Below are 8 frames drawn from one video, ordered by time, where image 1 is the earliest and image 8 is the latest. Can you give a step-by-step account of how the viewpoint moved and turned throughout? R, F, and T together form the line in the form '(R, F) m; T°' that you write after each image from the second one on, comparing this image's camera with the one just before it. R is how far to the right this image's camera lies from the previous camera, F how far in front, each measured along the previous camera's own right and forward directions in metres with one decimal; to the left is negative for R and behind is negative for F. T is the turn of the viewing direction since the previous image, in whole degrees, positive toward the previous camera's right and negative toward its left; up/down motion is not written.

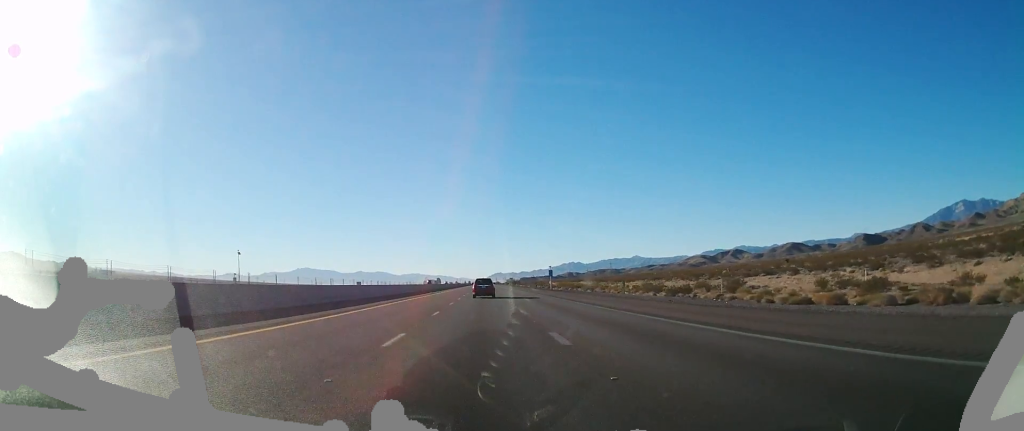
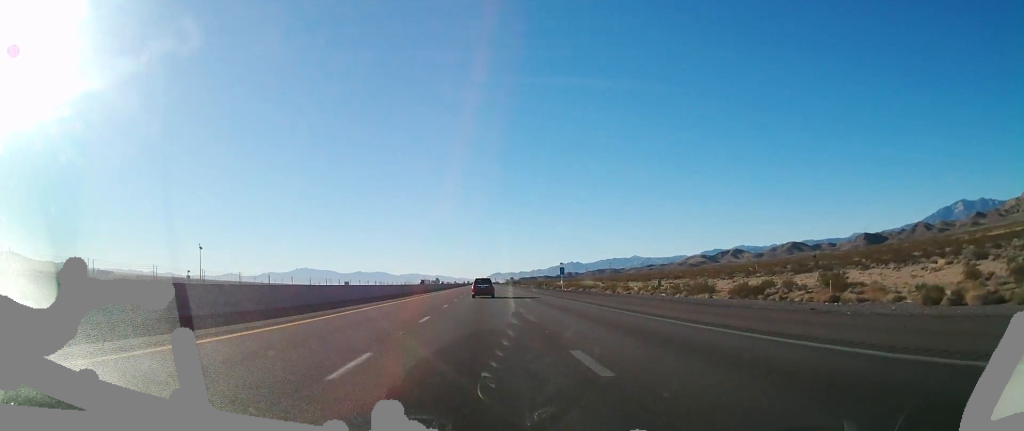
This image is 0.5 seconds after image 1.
(0.0, +16.7) m; 0°
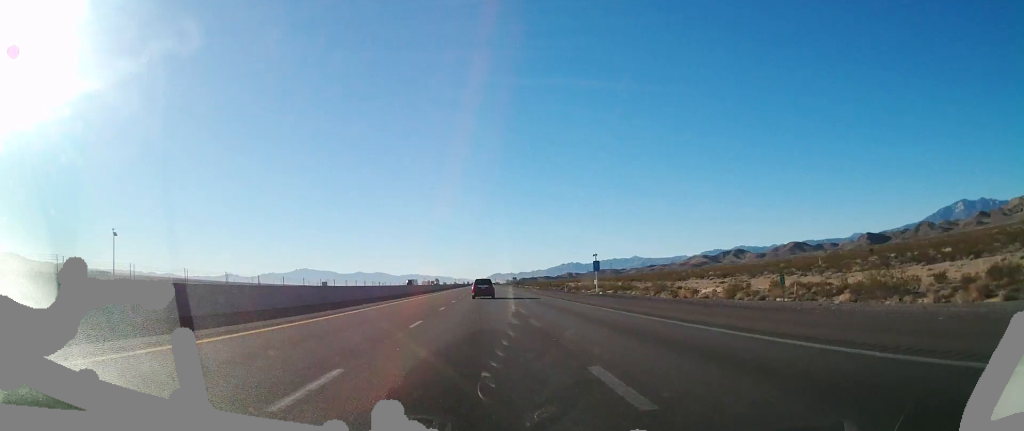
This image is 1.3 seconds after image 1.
(0.0, +26.7) m; 0°
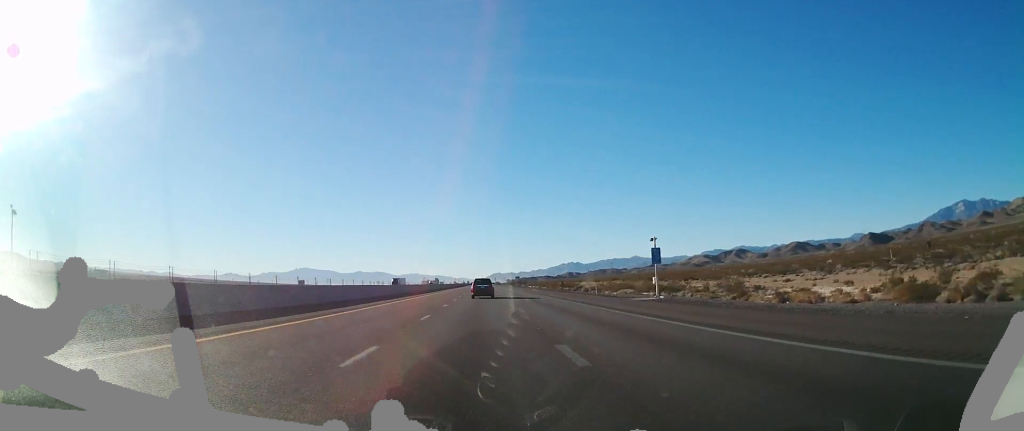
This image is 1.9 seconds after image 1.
(+0.1, +21.0) m; 0°
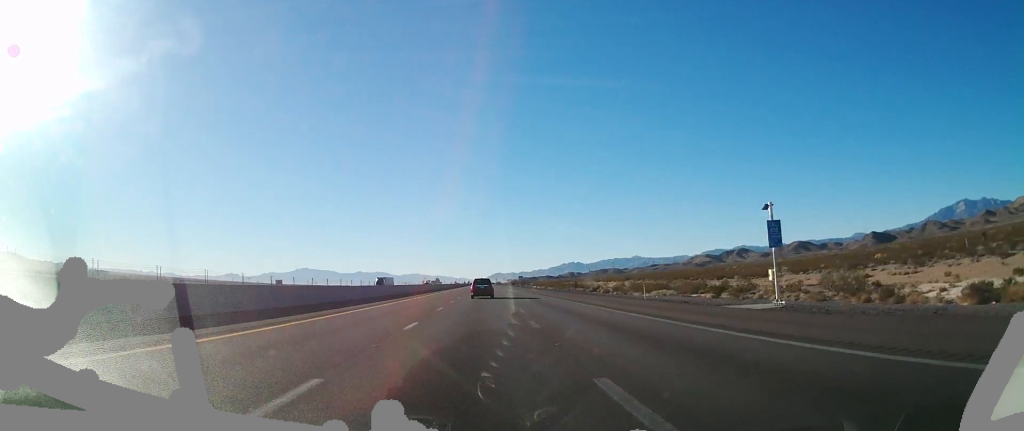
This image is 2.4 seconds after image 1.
(0.0, +16.6) m; 0°
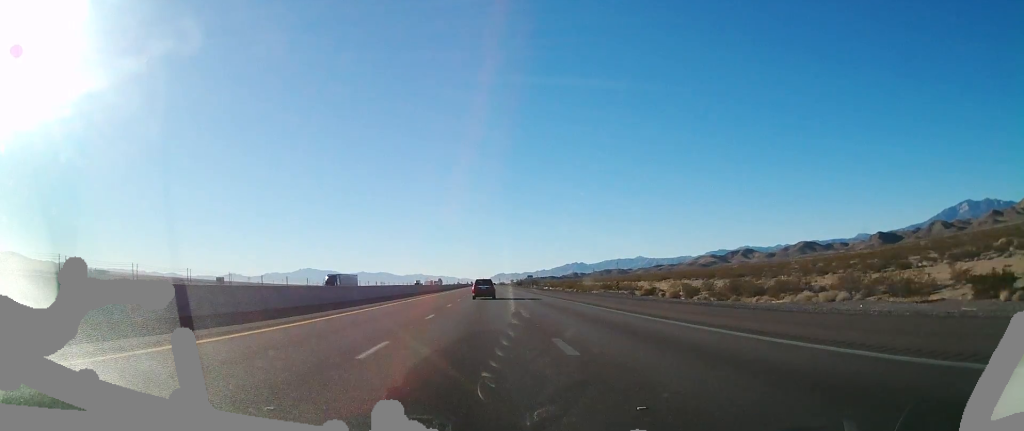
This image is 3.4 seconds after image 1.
(0.0, +31.0) m; +1°
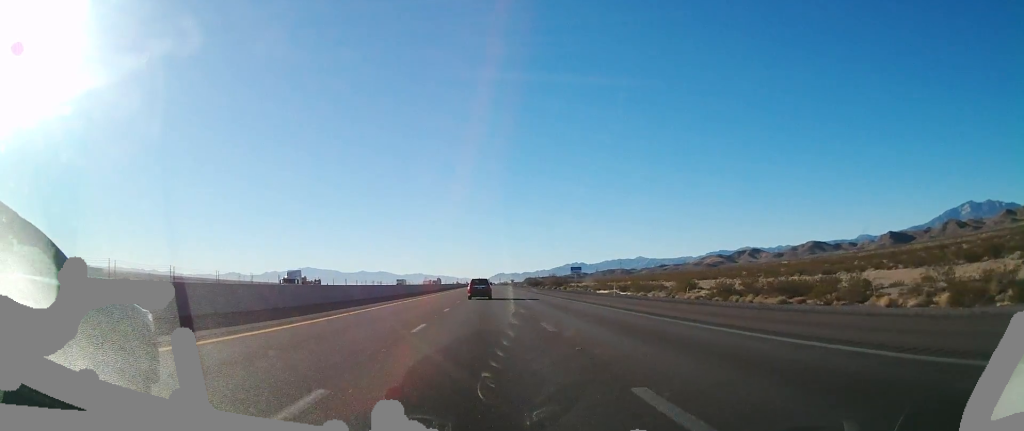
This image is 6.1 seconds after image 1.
(-0.3, +91.9) m; -1°
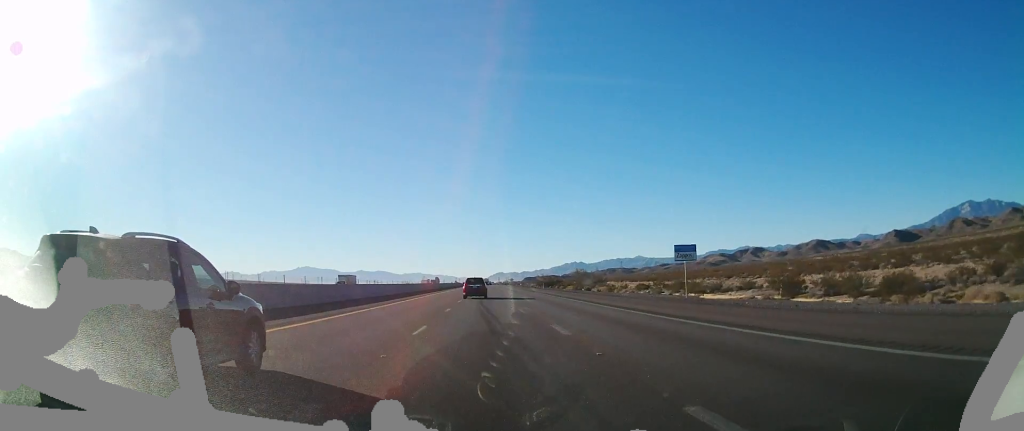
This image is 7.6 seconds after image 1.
(-0.4, +49.9) m; 0°
